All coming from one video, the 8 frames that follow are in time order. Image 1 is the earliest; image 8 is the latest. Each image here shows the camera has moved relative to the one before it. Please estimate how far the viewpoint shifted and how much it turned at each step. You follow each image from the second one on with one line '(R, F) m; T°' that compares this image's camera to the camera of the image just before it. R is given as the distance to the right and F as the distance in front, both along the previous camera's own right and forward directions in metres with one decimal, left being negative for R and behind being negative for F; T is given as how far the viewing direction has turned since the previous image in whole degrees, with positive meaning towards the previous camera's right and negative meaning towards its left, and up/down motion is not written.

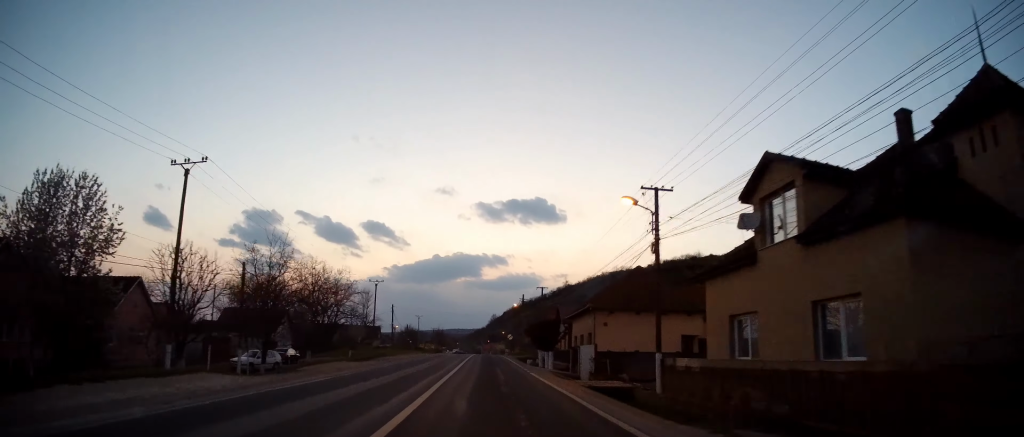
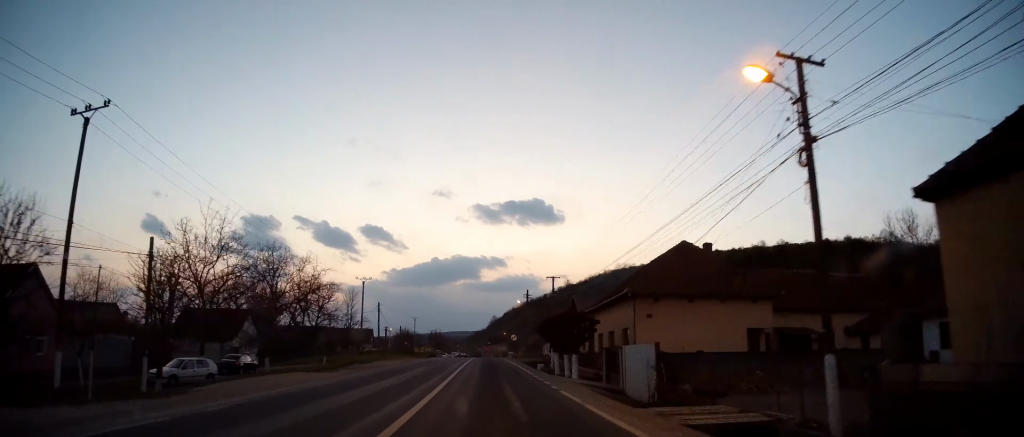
(-0.2, +9.5) m; -1°
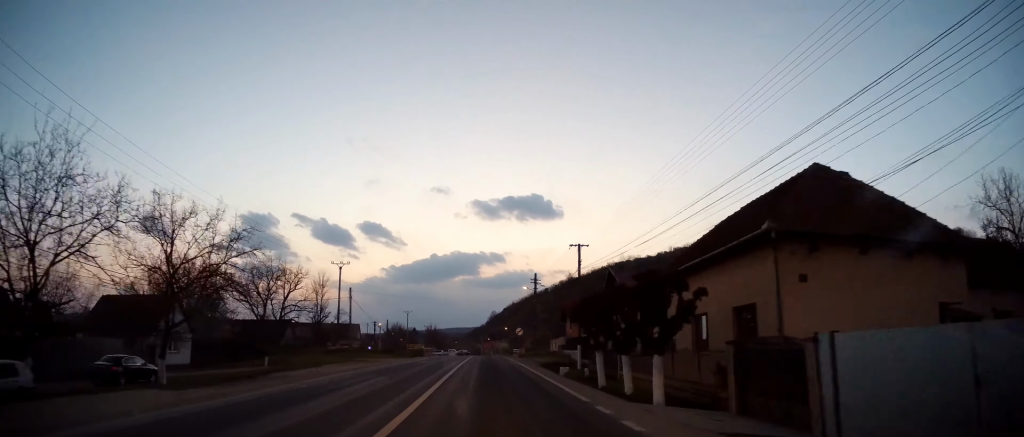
(0.0, +13.4) m; 0°
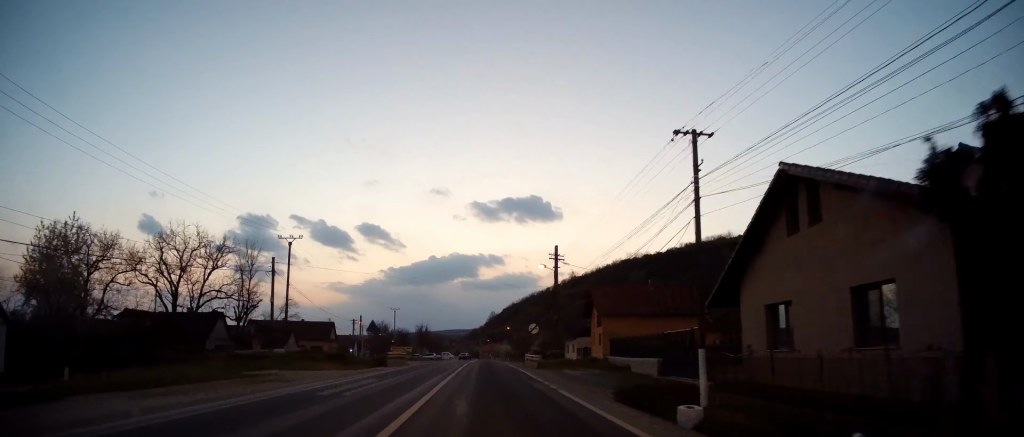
(+0.1, +19.5) m; 0°
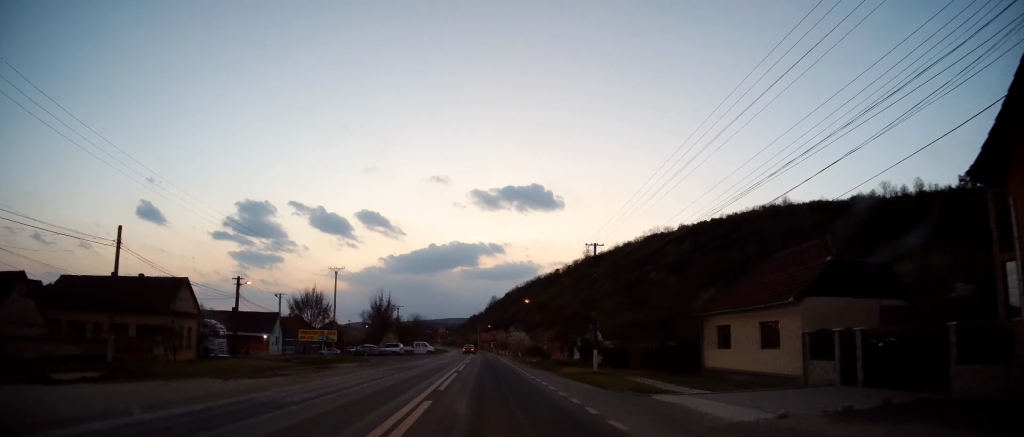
(+0.7, +52.0) m; 0°
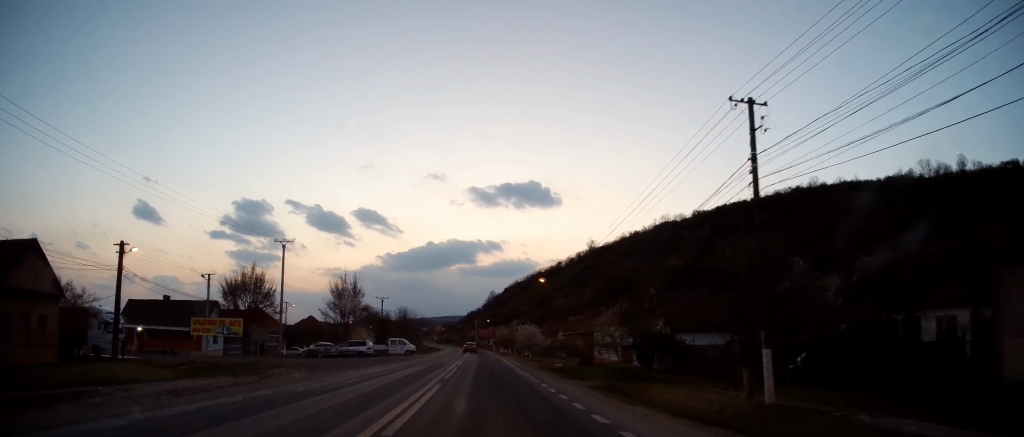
(-0.4, +19.7) m; 0°
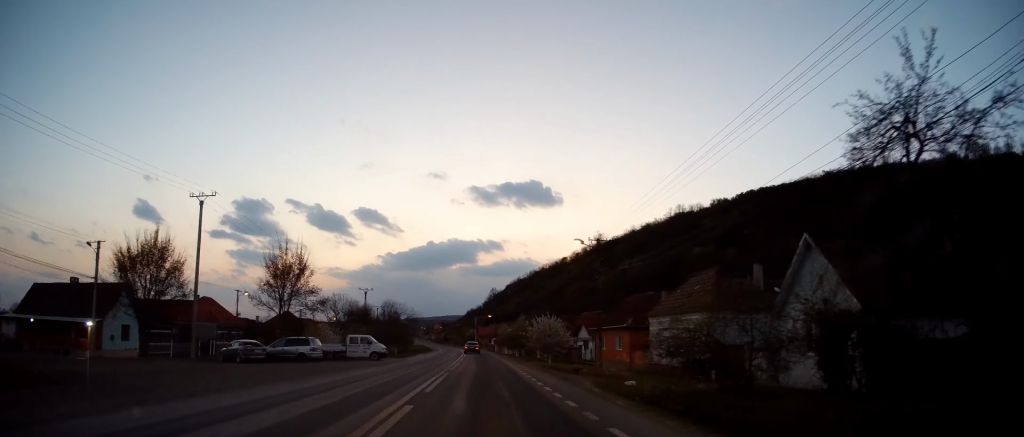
(+0.1, +18.1) m; 0°
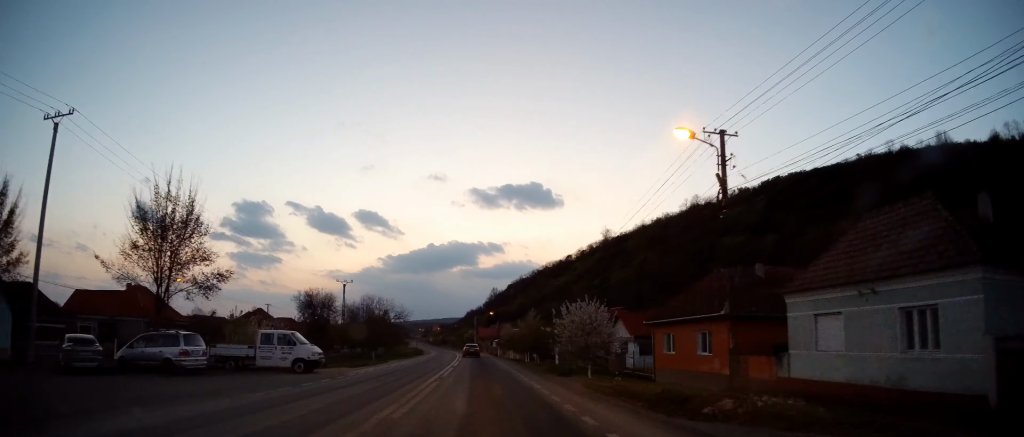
(+0.2, +16.6) m; 0°
